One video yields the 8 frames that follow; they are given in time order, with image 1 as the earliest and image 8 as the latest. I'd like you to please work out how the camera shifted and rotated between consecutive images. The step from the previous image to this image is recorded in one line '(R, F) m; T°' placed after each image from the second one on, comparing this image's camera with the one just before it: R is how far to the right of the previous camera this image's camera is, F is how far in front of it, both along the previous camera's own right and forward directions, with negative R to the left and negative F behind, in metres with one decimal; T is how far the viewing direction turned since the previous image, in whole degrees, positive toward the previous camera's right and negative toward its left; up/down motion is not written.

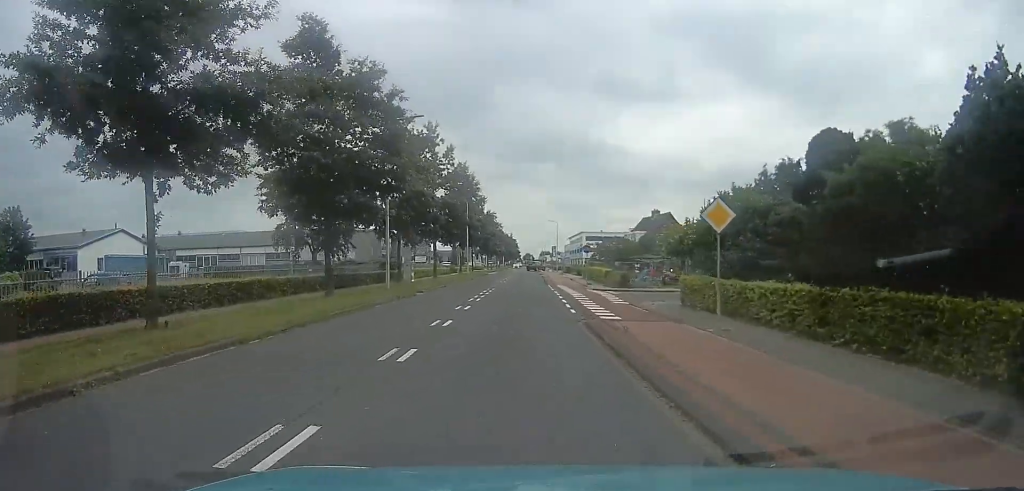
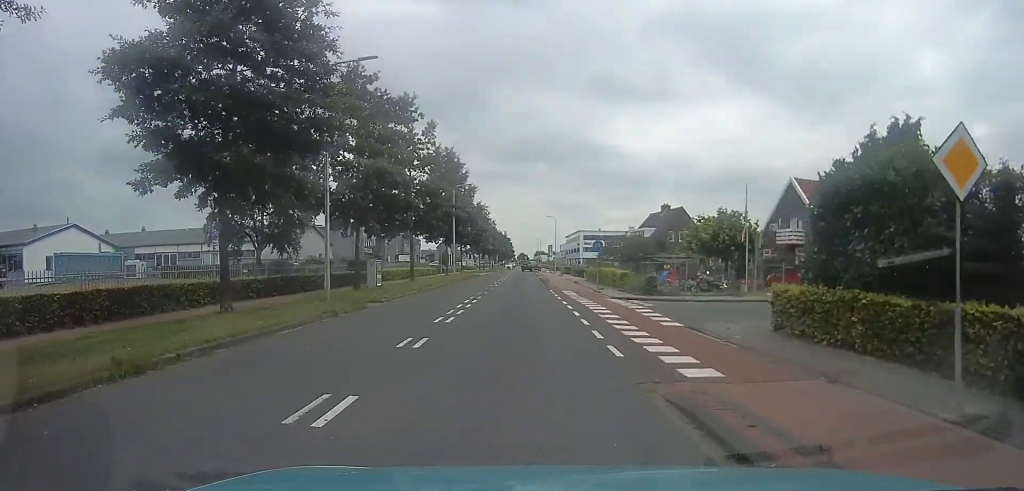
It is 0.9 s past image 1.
(0.0, +7.8) m; +8°
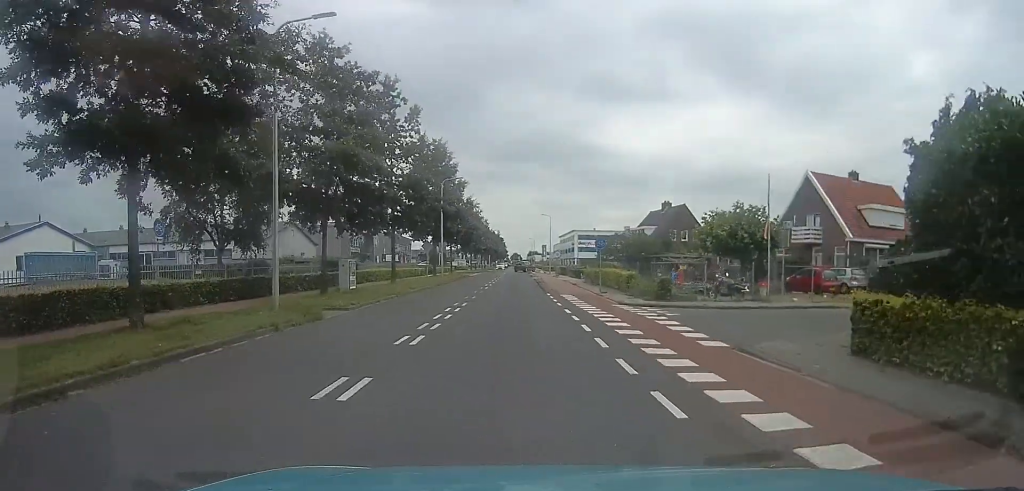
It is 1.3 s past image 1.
(+0.7, +3.5) m; +1°
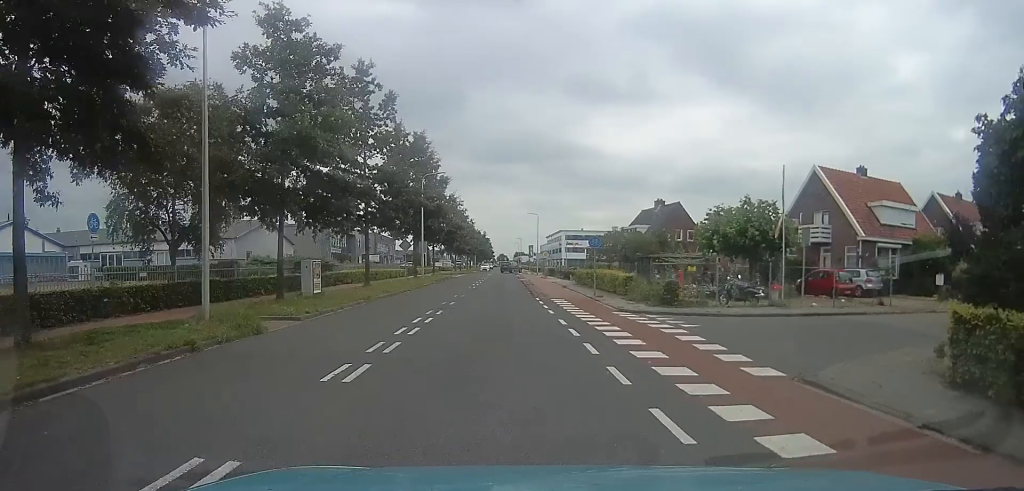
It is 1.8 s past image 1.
(+0.6, +3.2) m; +1°
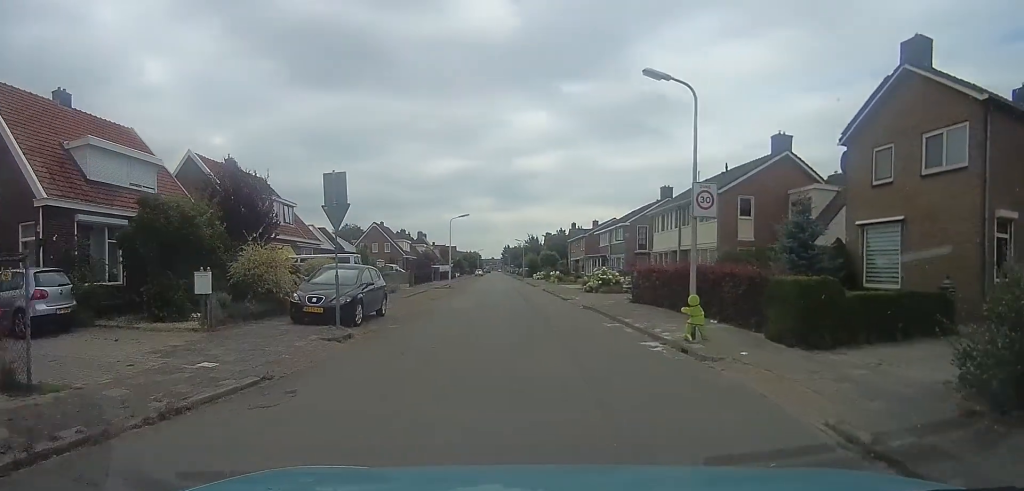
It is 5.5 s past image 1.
(+7.7, +13.6) m; +74°
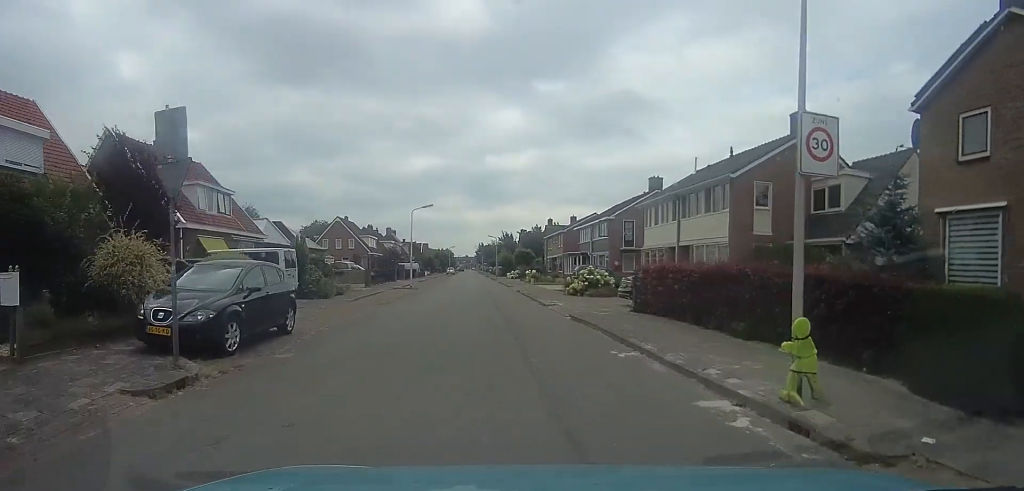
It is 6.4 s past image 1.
(+0.2, +4.3) m; +3°
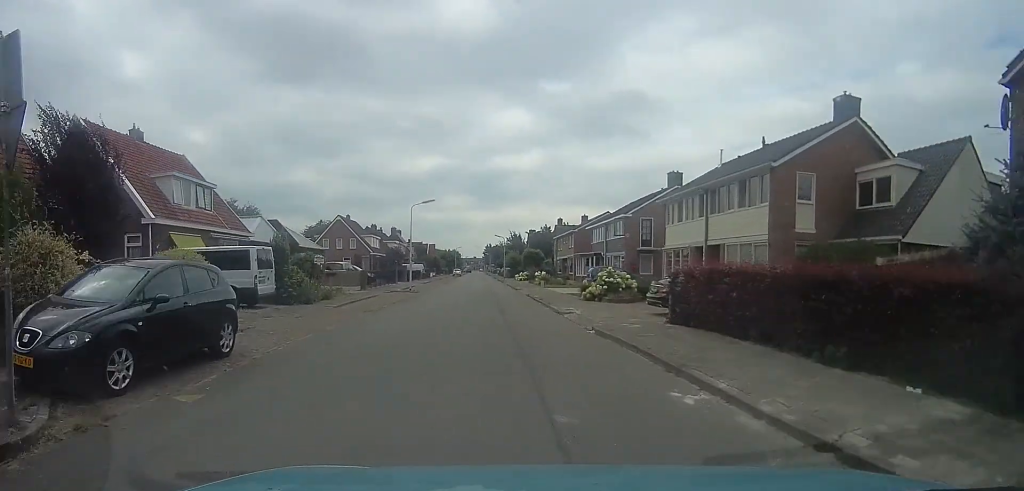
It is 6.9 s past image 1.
(0.0, +2.5) m; 0°
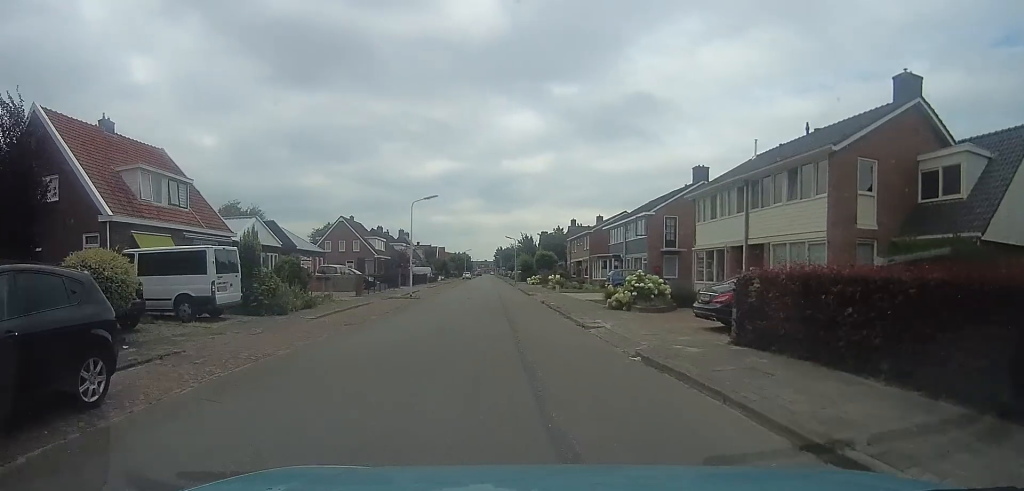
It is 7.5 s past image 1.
(0.0, +3.0) m; 0°
